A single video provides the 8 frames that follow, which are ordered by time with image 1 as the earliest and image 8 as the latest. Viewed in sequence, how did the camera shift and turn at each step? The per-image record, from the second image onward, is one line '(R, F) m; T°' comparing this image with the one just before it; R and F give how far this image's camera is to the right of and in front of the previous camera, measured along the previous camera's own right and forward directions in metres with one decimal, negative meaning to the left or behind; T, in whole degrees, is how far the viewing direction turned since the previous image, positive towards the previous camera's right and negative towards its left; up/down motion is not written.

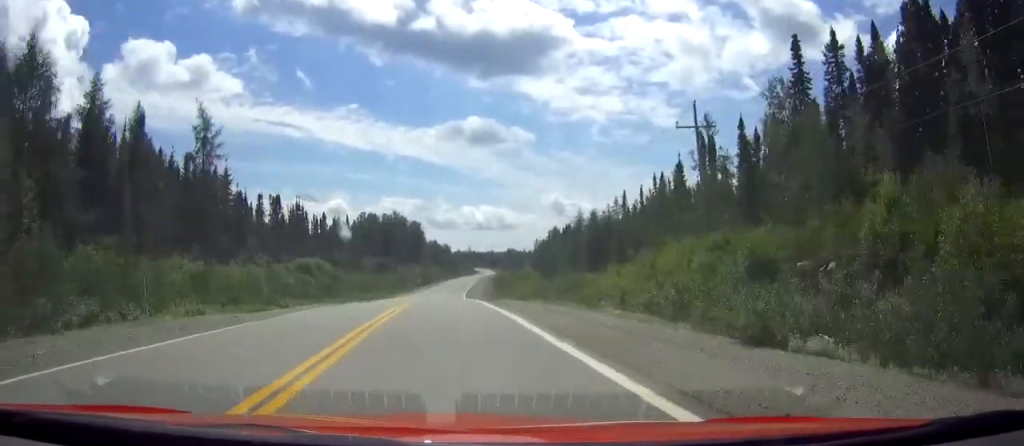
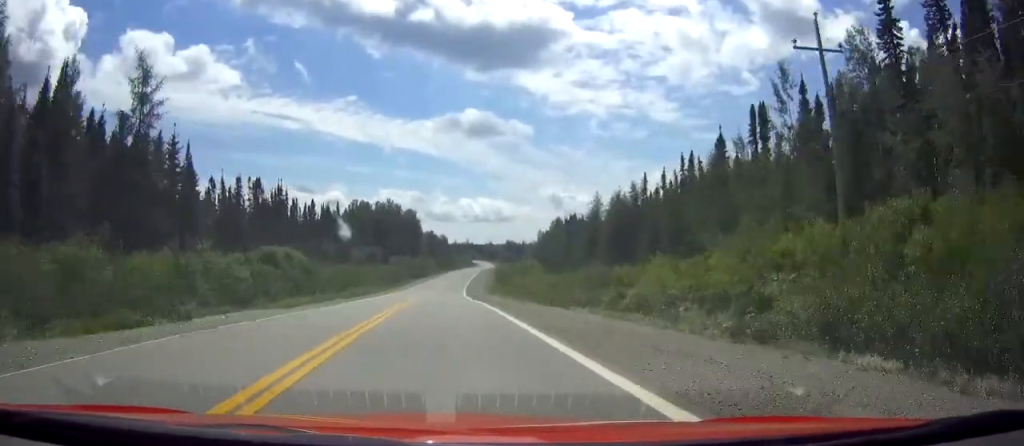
(0.0, +14.6) m; 0°
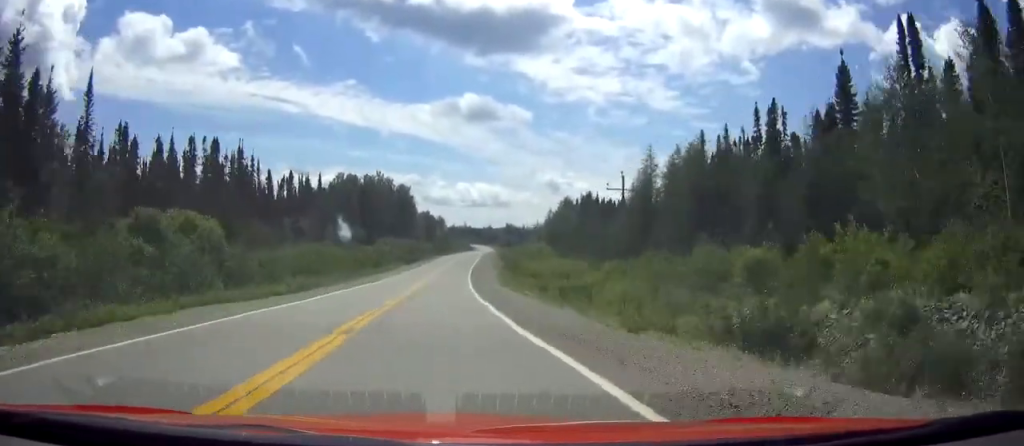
(0.0, +26.0) m; 0°
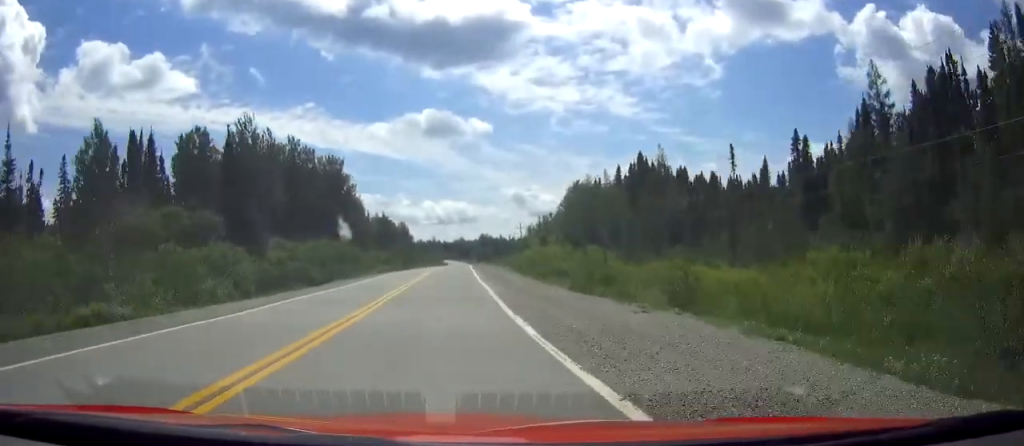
(+1.2, +77.3) m; +2°
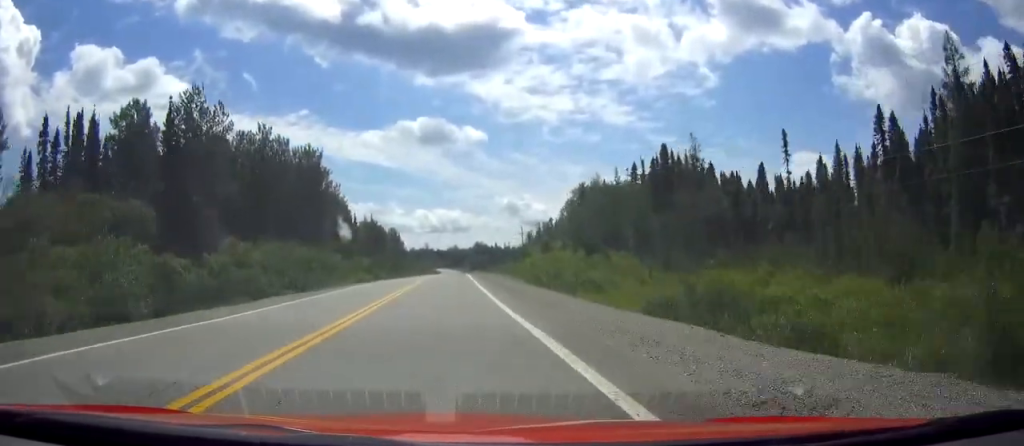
(+0.2, +15.9) m; +1°
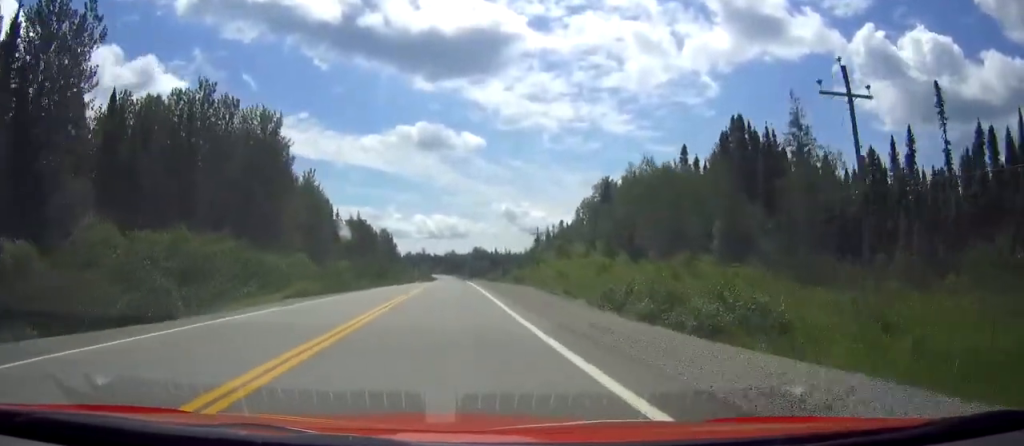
(+0.3, +26.6) m; +1°
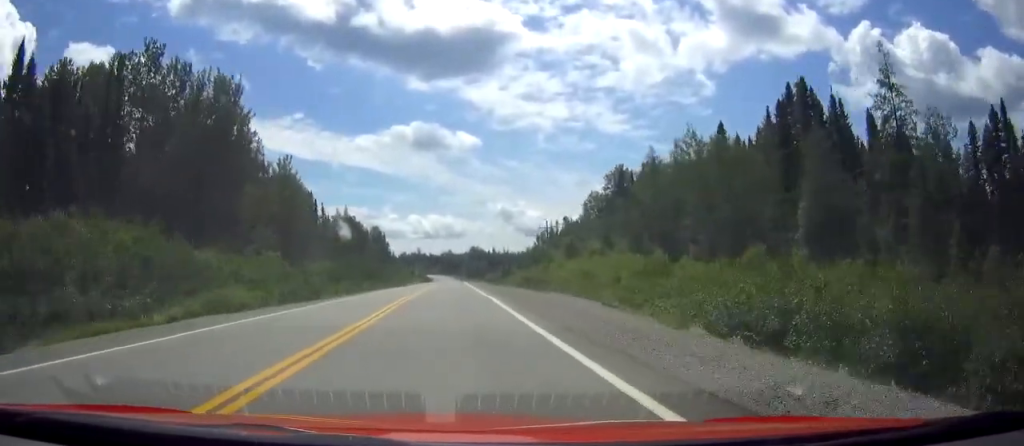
(+0.1, +15.0) m; 0°
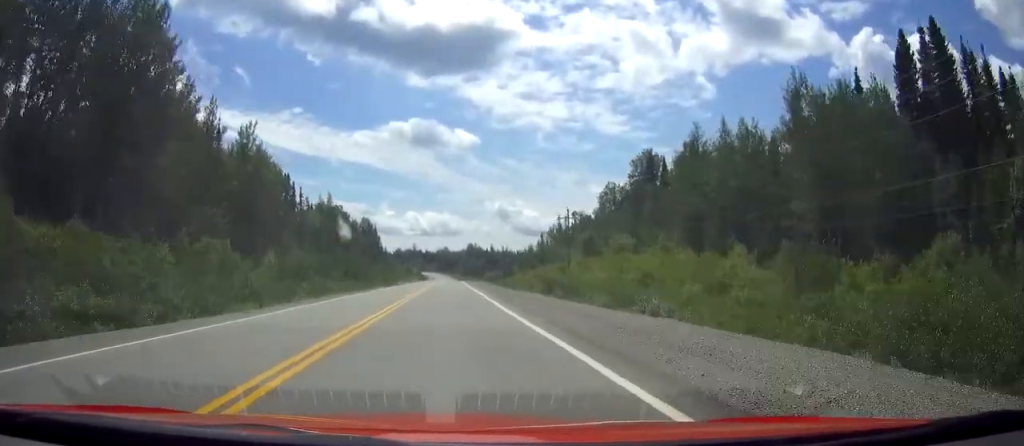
(0.0, +19.4) m; 0°
